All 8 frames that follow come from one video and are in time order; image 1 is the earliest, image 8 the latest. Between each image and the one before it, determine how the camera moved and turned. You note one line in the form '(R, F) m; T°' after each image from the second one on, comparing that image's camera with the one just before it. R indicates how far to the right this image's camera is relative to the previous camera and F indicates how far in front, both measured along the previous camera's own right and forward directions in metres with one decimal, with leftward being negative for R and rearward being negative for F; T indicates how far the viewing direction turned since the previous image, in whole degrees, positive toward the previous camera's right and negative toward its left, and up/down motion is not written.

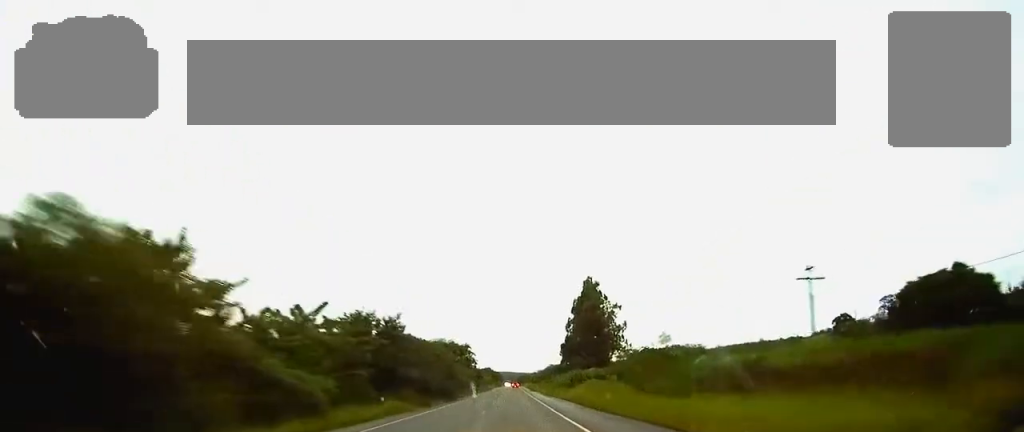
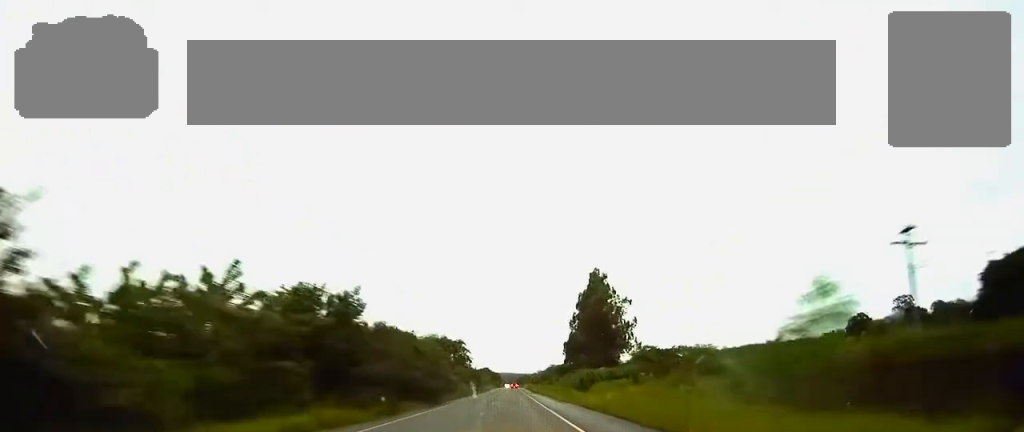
(0.0, +14.9) m; 0°
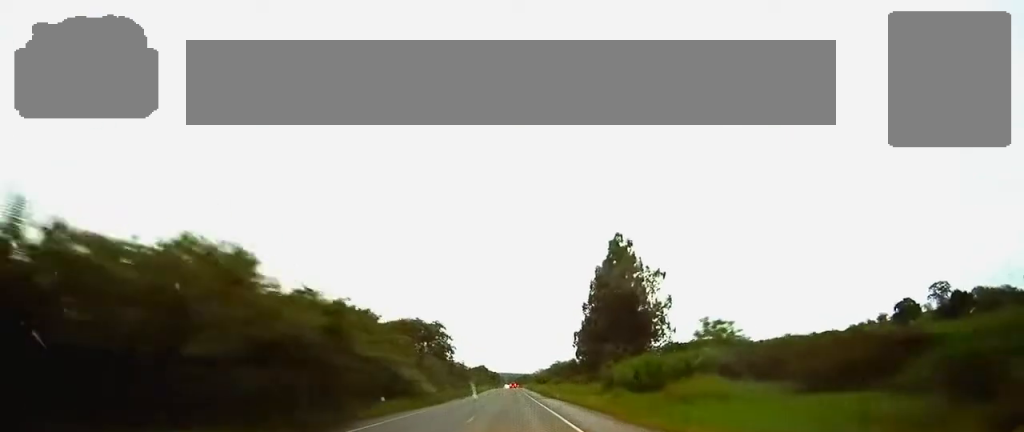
(+0.1, +36.2) m; 0°
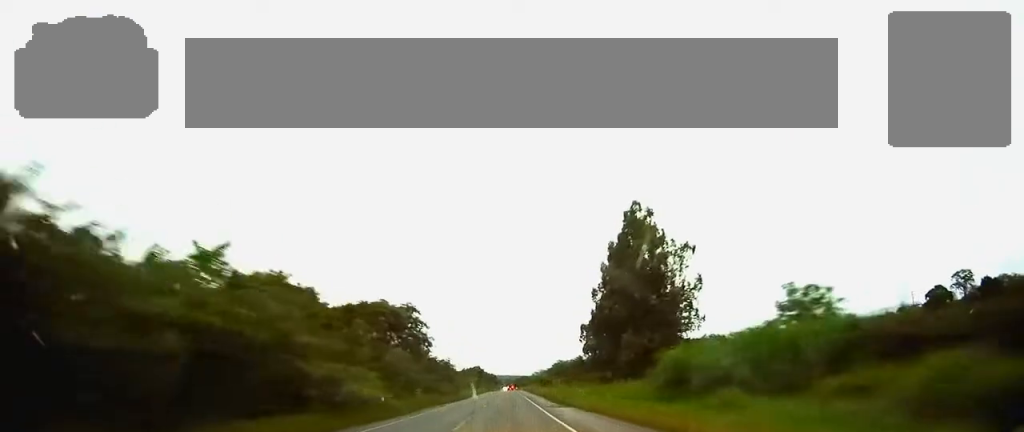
(0.0, +22.3) m; 0°
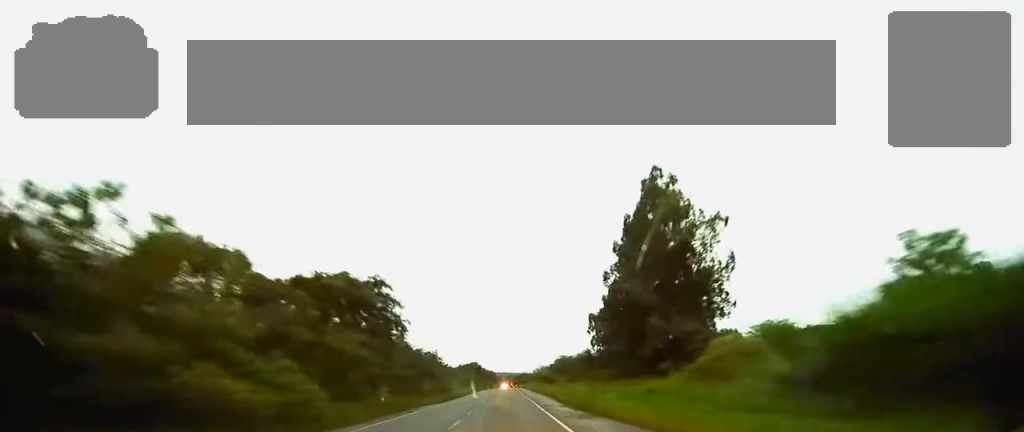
(+0.1, +15.9) m; 0°
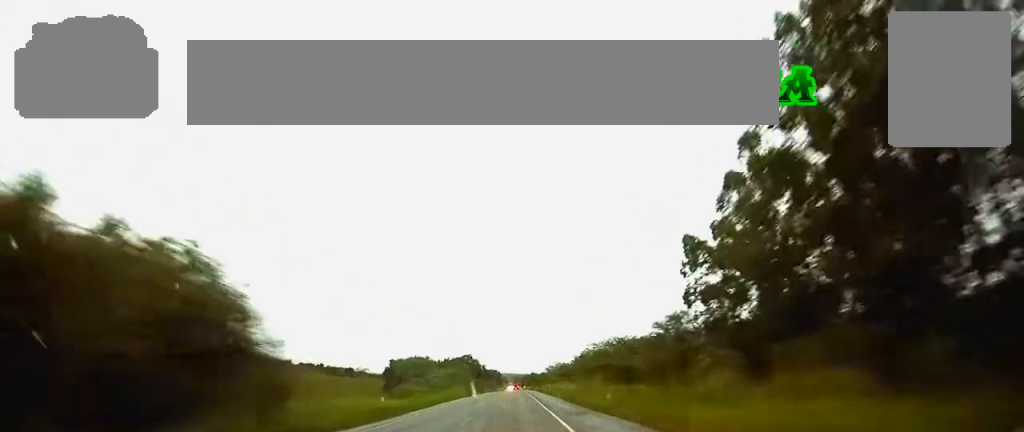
(-0.1, +66.0) m; 0°
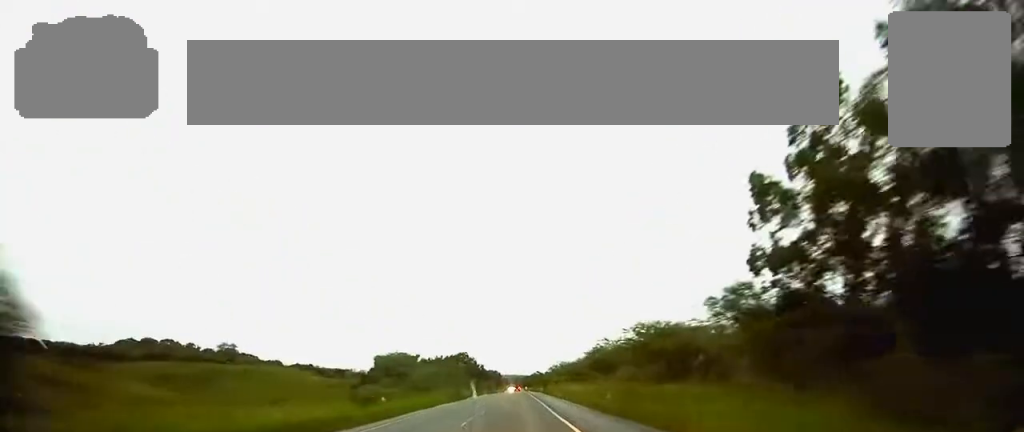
(0.0, +17.8) m; 0°
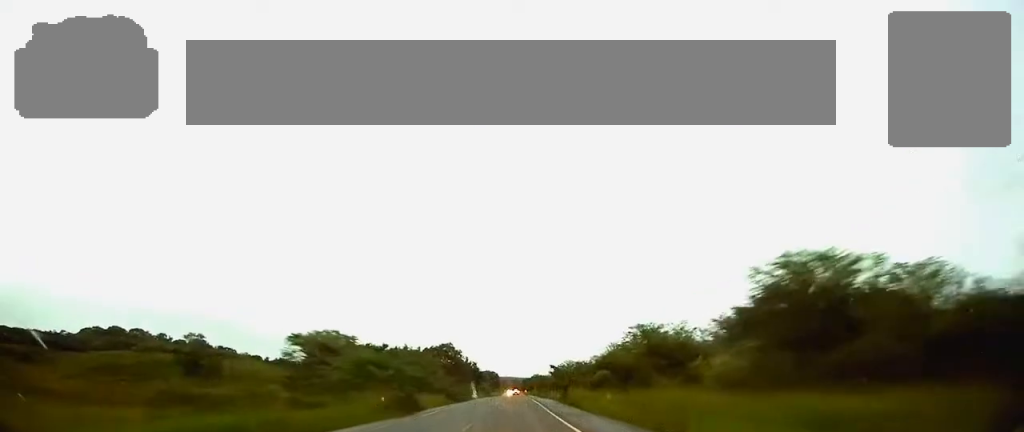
(-0.1, +35.6) m; 0°
